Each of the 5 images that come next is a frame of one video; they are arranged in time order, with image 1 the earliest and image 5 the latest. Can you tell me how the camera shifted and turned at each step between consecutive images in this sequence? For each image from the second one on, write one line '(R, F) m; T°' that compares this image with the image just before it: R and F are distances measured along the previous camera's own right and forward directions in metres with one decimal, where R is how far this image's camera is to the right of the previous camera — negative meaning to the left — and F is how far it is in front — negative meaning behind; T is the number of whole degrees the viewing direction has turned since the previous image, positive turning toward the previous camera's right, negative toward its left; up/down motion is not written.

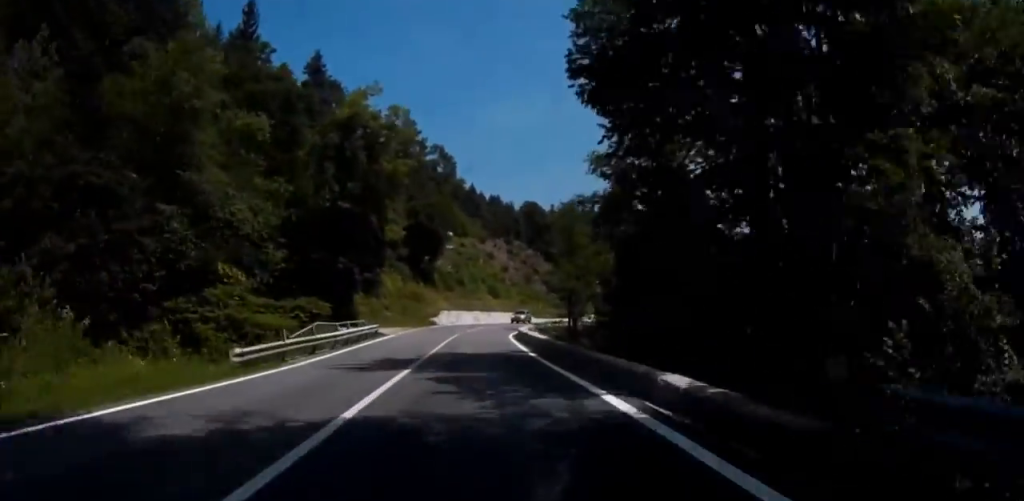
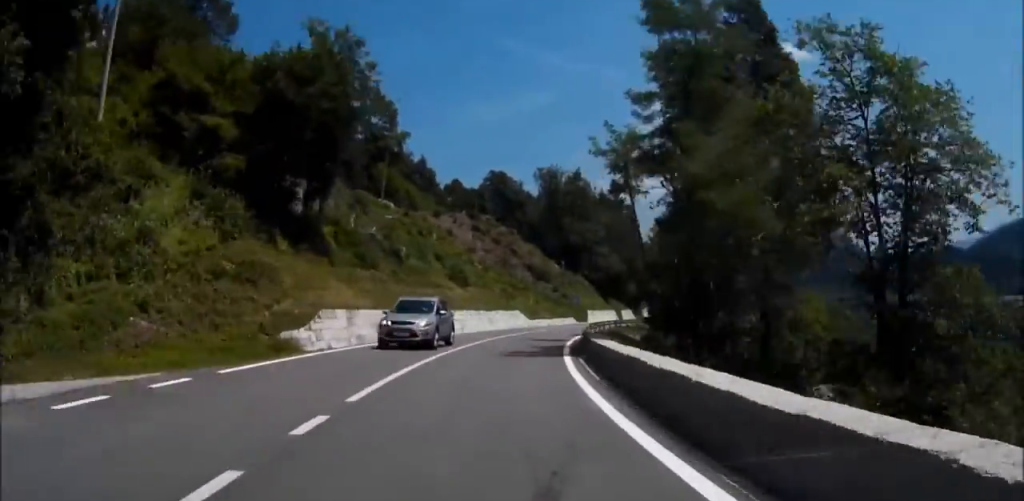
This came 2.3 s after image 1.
(-2.2, +44.1) m; -2°
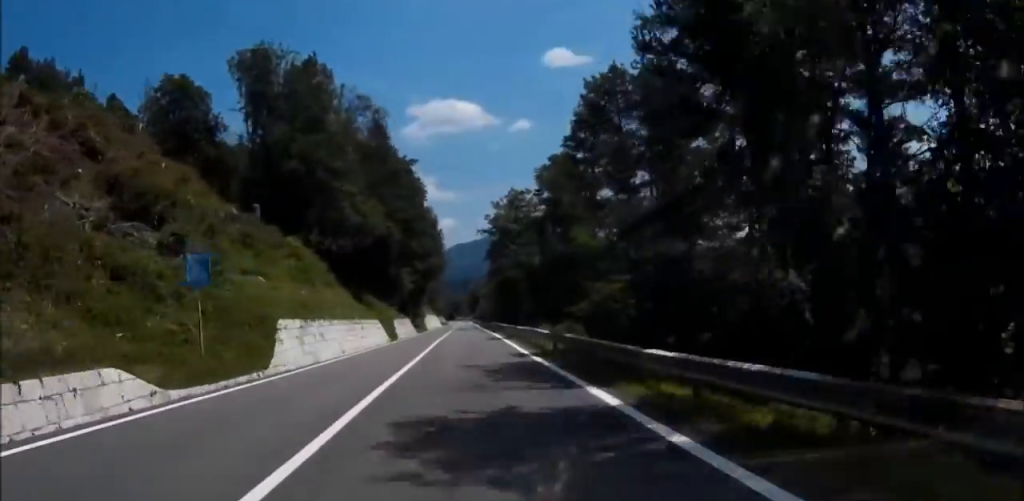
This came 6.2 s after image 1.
(+10.0, +71.9) m; +16°
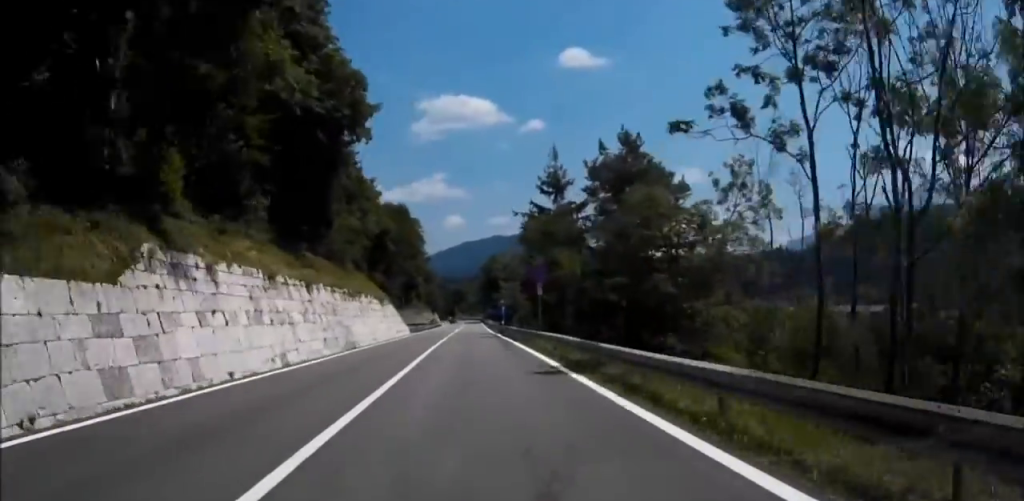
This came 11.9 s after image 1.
(+6.4, +112.0) m; +4°
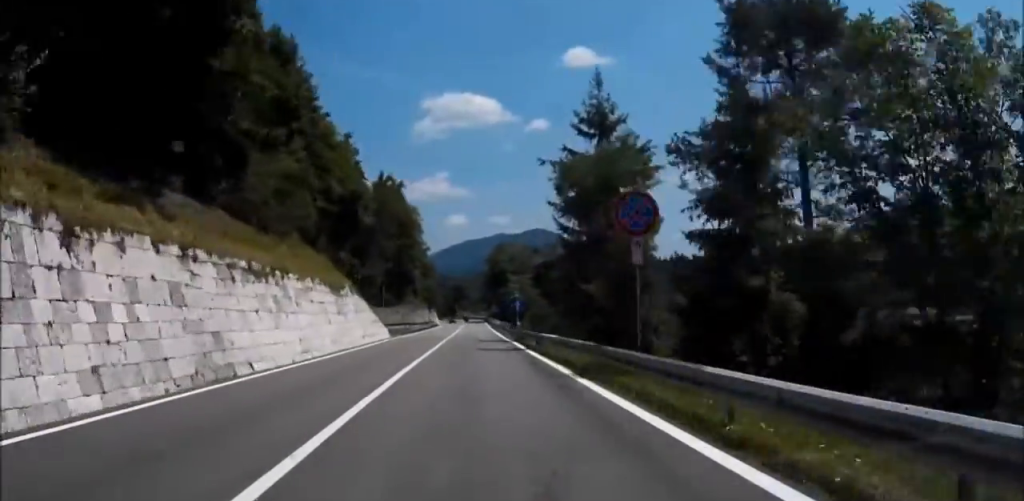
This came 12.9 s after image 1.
(-0.6, +19.5) m; +1°
